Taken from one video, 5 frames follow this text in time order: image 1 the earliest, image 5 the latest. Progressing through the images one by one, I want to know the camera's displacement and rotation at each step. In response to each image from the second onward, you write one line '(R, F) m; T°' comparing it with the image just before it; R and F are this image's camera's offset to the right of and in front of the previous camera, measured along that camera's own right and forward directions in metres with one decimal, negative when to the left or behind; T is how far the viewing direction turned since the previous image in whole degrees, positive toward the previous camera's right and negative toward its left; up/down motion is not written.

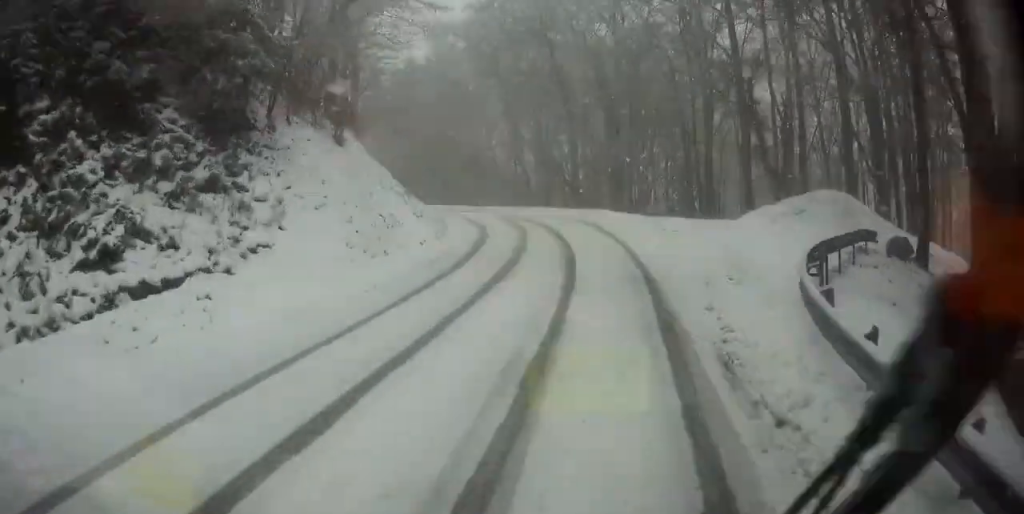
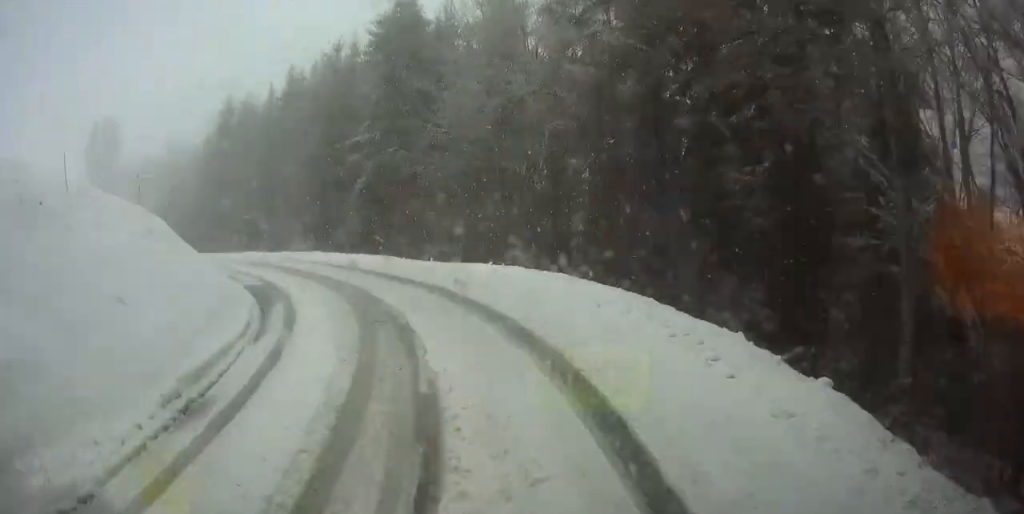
(-15.0, +53.7) m; -39°
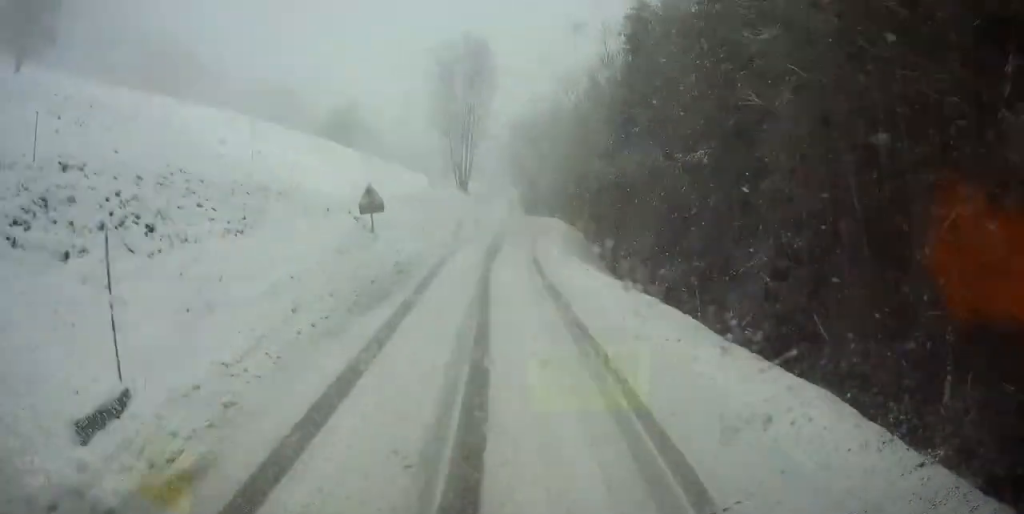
(-8.4, +33.5) m; -17°
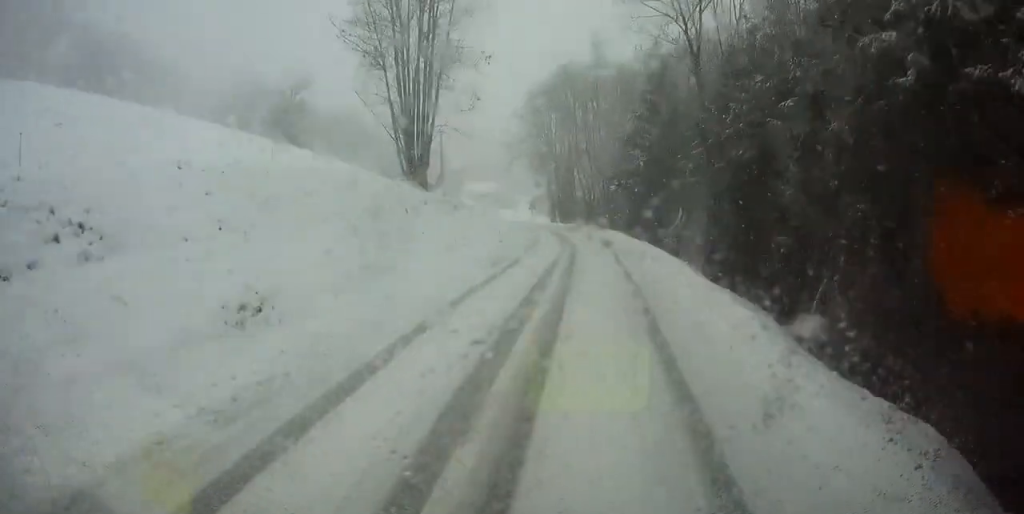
(-1.4, +35.7) m; -5°
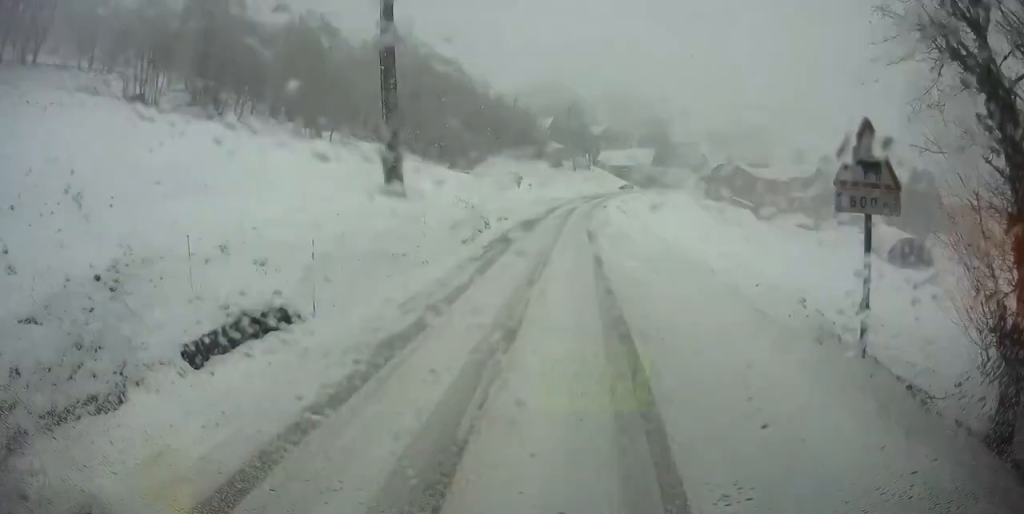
(-6.3, +73.2) m; -7°
